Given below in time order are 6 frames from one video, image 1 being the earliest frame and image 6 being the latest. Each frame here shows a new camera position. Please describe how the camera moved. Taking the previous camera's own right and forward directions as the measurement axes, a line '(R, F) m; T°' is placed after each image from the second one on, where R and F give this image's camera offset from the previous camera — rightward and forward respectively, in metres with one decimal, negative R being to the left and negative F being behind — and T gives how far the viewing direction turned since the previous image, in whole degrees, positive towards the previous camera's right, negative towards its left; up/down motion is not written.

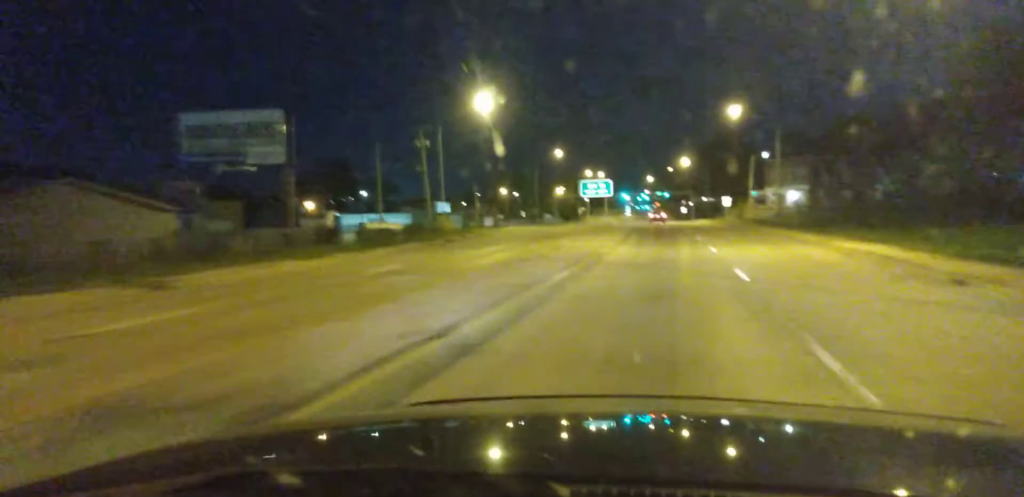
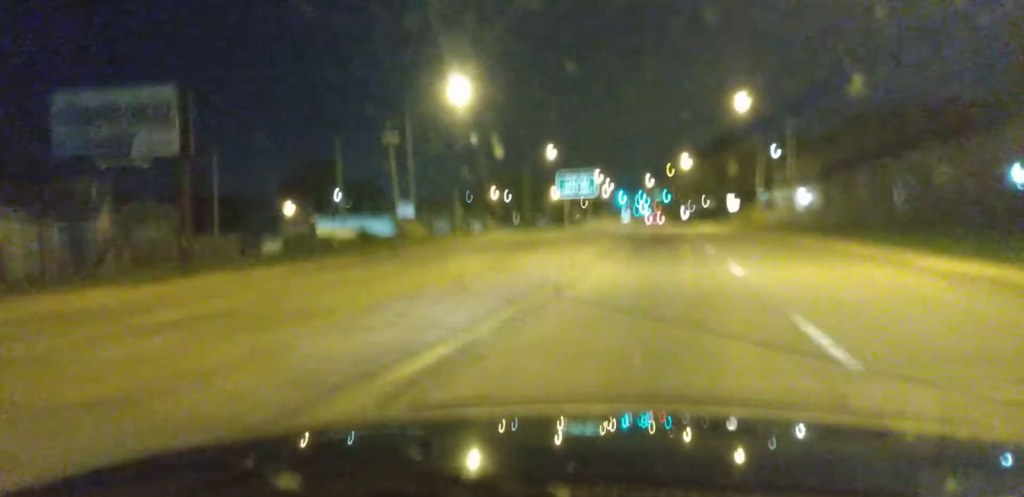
(+0.1, +10.5) m; 0°
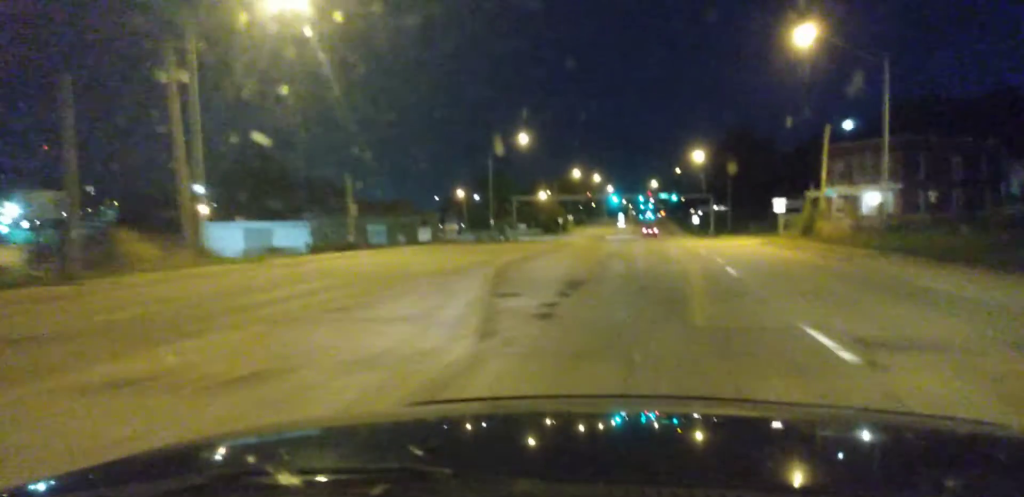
(-0.2, +36.1) m; 0°
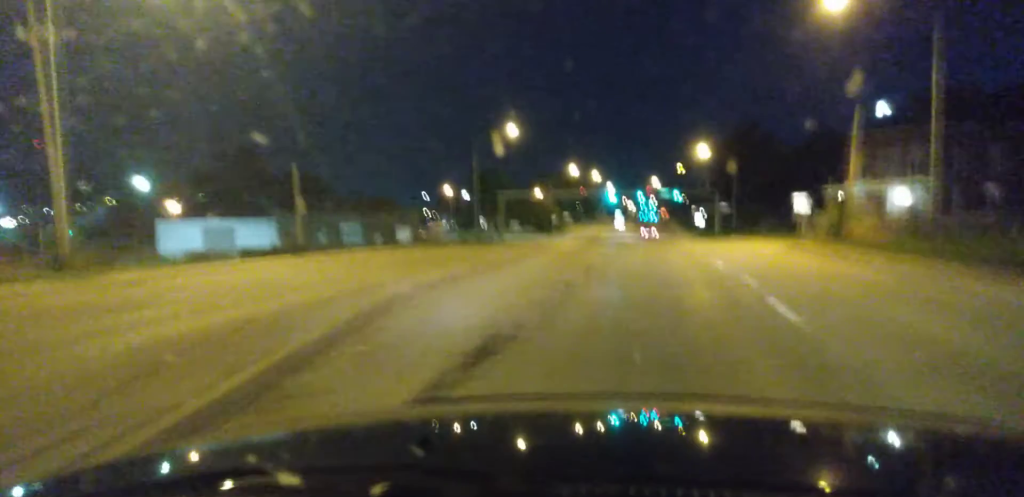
(+0.1, +9.0) m; 0°
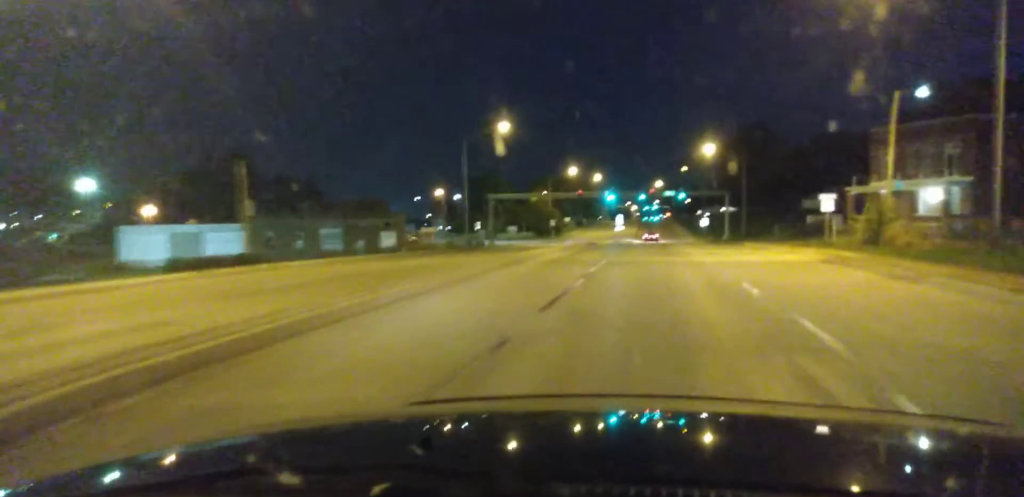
(0.0, +8.3) m; 0°
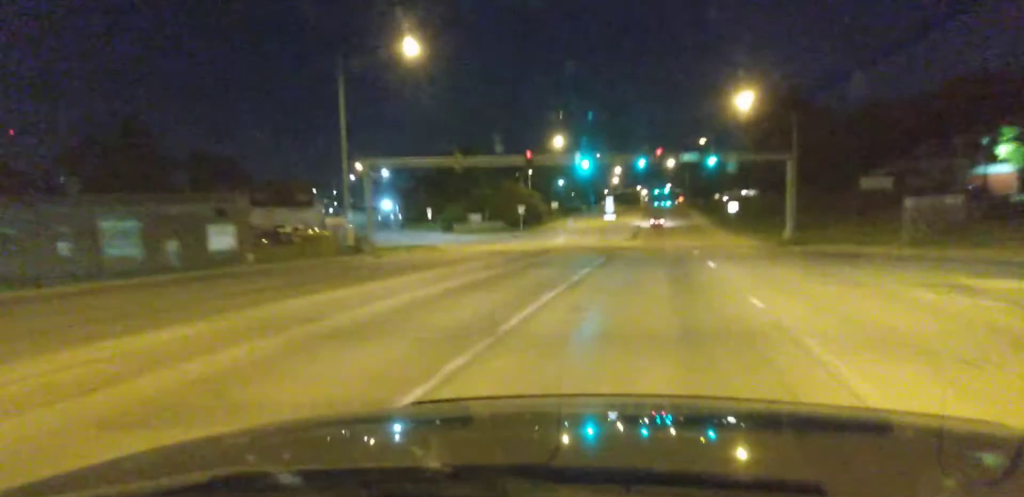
(-0.3, +38.3) m; -1°
